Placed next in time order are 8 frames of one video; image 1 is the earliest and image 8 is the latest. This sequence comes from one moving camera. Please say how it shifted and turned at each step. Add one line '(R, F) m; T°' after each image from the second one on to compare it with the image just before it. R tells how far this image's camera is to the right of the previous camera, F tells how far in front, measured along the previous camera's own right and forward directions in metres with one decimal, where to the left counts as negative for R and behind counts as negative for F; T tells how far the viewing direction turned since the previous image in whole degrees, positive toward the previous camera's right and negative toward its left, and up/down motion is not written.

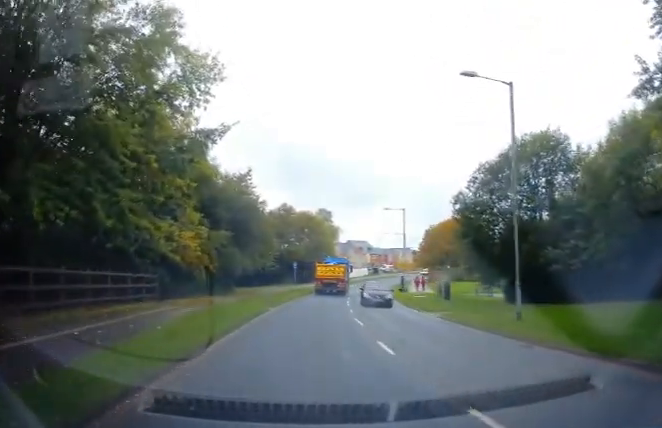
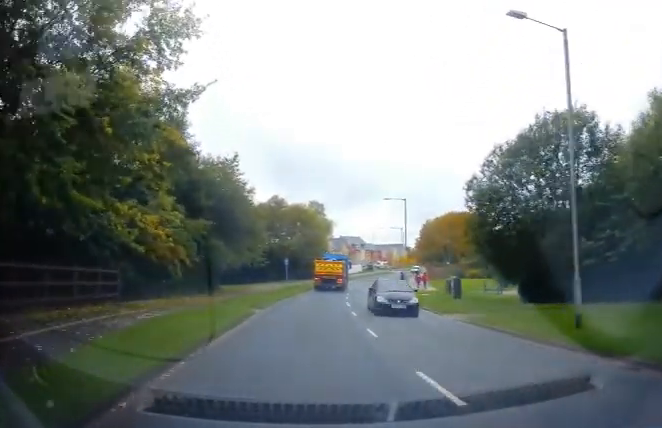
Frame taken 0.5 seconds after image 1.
(0.0, +3.8) m; +1°
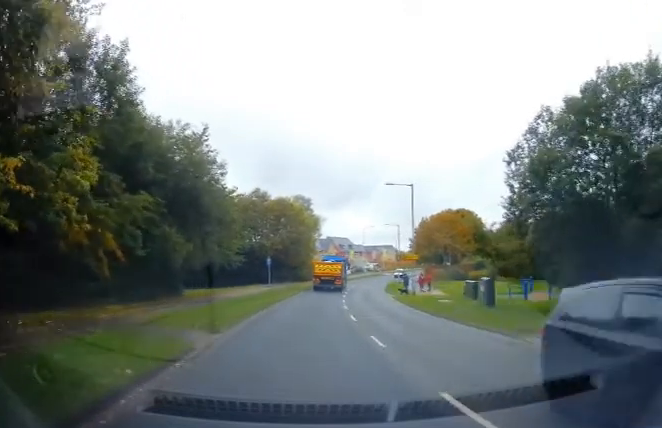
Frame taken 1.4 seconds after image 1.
(+0.5, +7.4) m; 0°
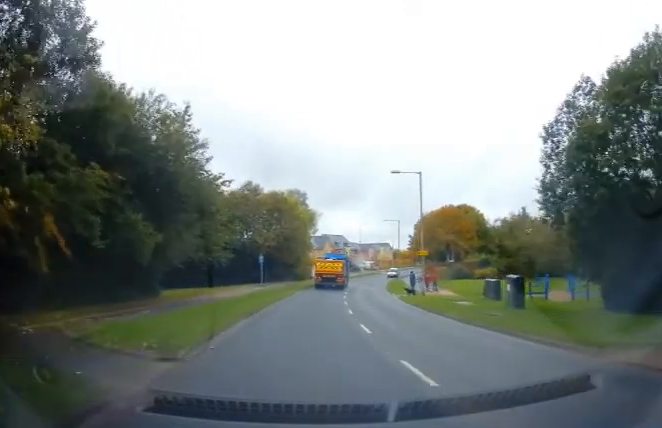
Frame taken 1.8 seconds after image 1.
(-0.3, +3.6) m; 0°
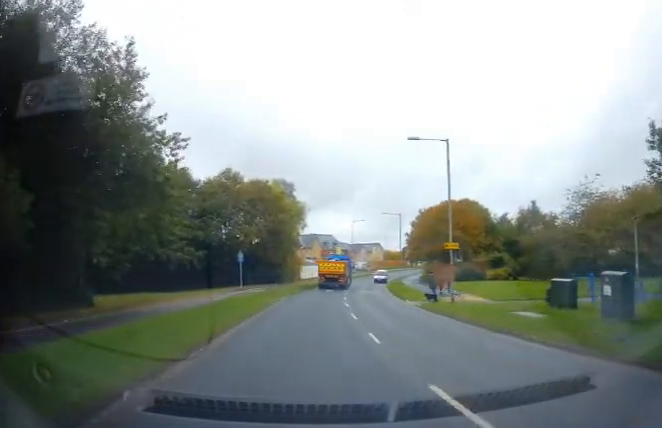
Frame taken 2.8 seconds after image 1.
(0.0, +7.8) m; +2°
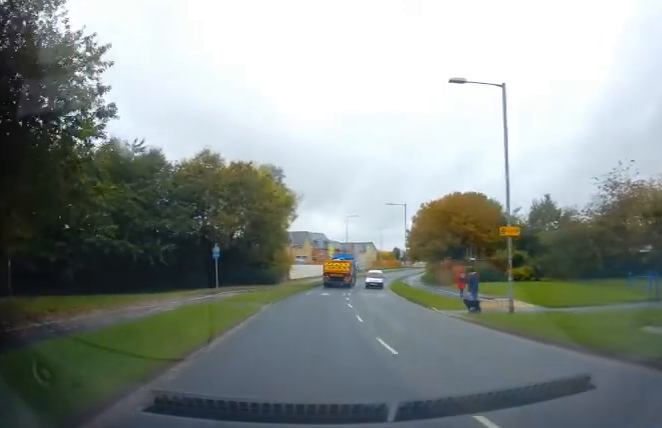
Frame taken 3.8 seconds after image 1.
(+0.3, +7.2) m; +2°
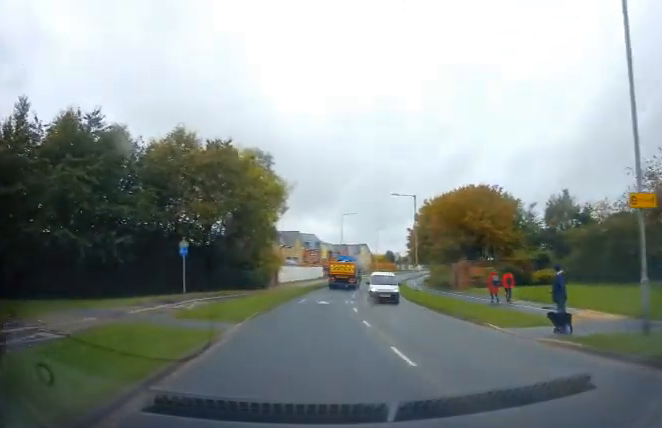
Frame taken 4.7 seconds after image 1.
(0.0, +7.2) m; 0°
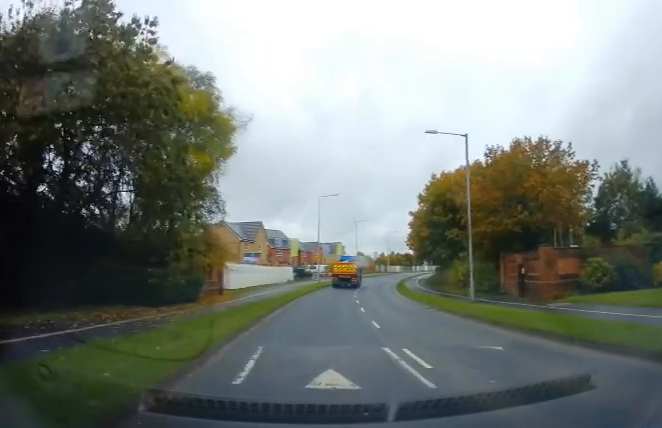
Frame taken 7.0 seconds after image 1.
(0.0, +17.5) m; +3°
